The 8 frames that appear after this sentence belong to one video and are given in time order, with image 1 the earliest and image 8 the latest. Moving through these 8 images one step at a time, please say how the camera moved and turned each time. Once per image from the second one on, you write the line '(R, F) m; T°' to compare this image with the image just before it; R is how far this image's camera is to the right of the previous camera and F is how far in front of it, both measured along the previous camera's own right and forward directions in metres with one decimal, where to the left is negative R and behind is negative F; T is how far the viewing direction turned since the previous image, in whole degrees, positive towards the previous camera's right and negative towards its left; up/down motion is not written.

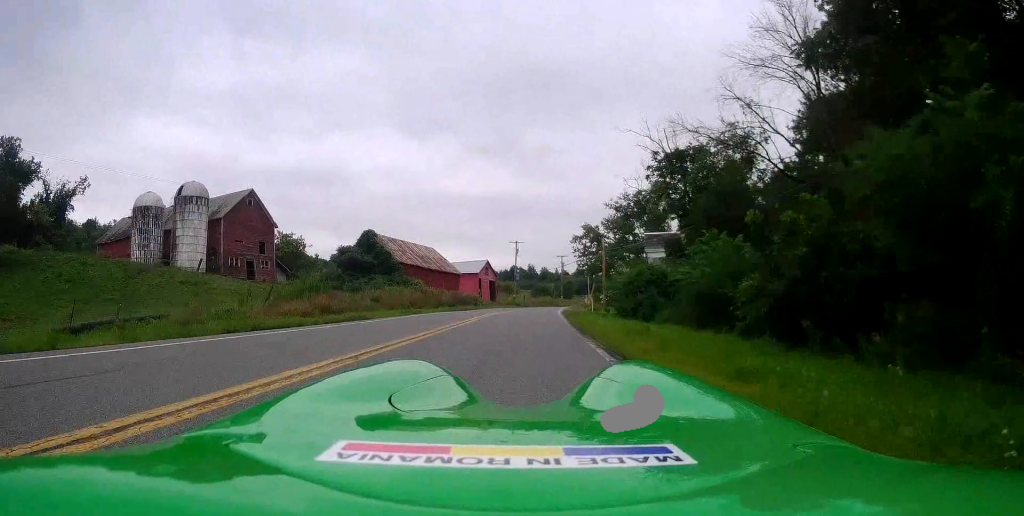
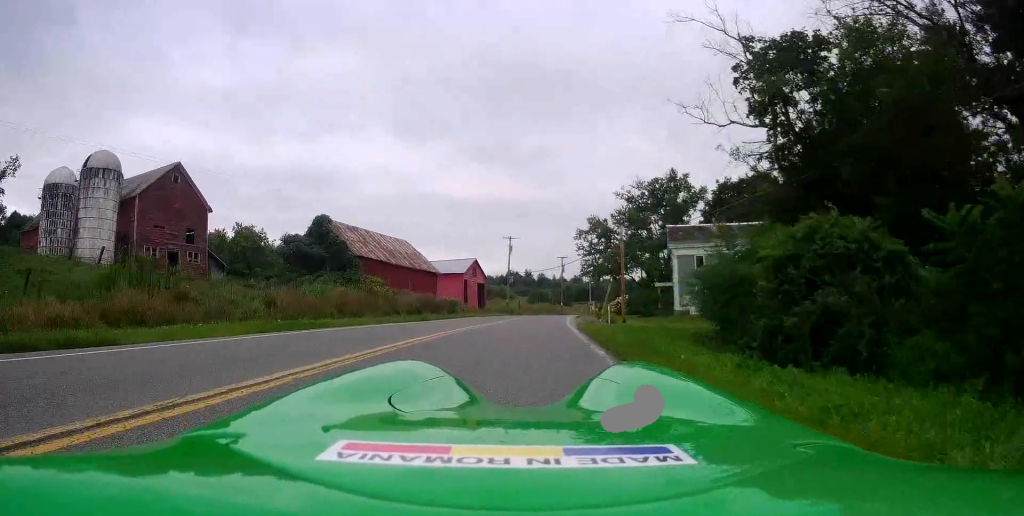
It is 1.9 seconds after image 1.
(+0.7, +15.3) m; +3°
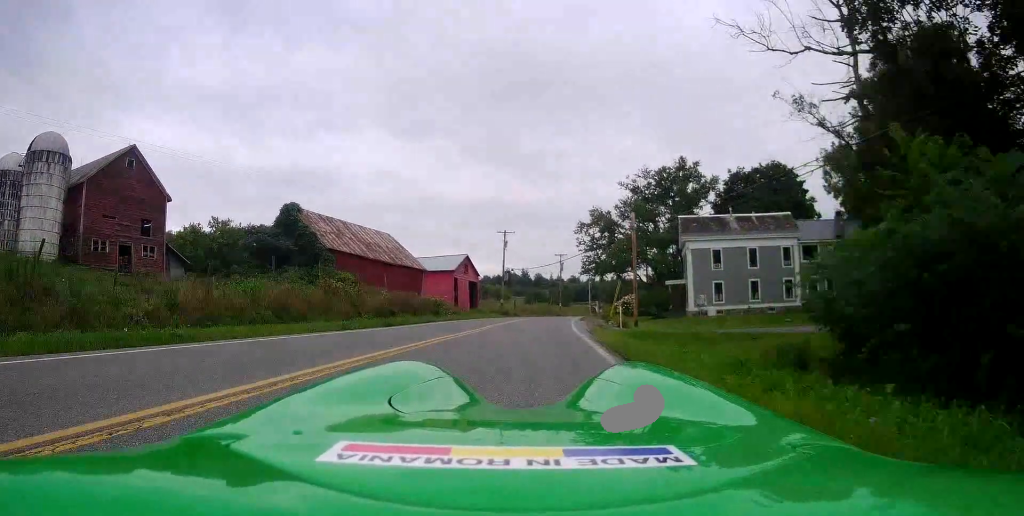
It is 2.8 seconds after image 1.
(-0.3, +6.9) m; 0°
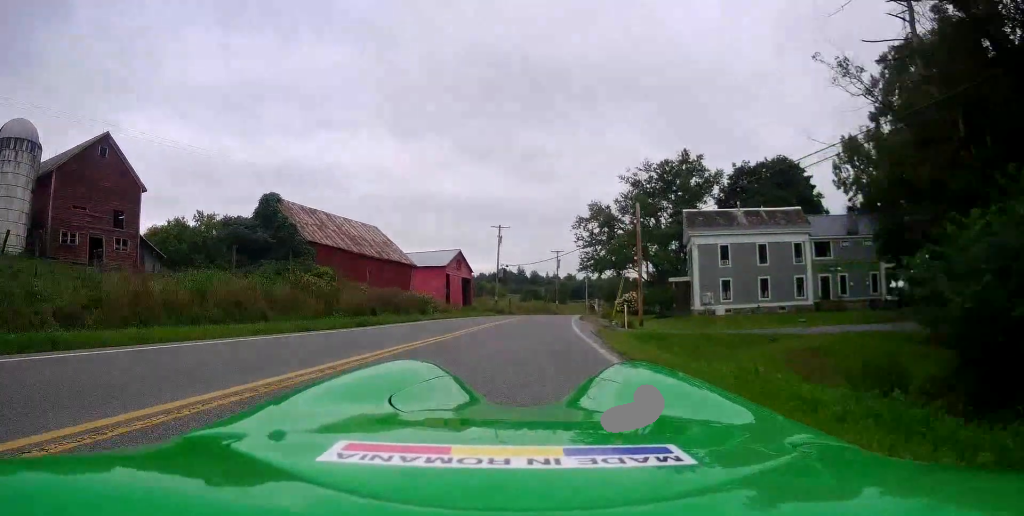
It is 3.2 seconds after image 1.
(0.0, +3.3) m; +1°
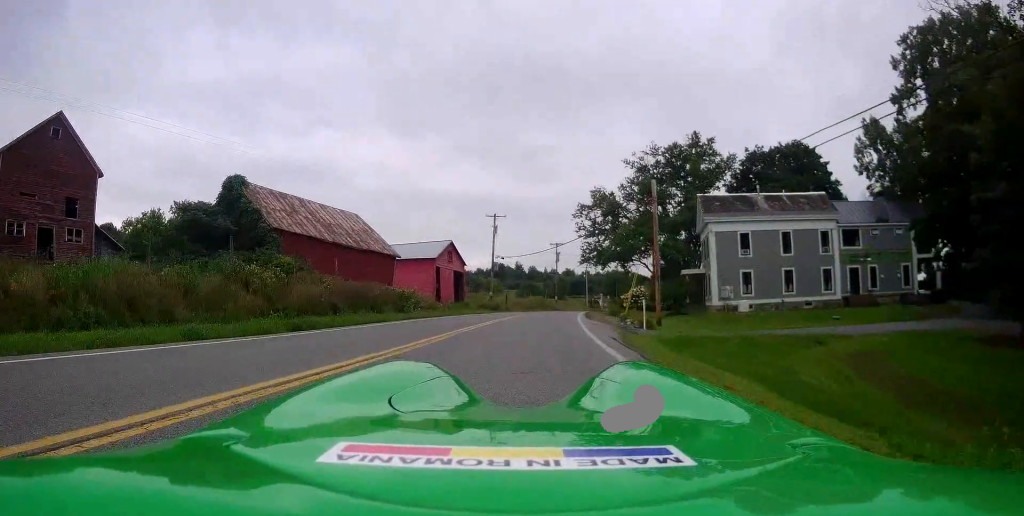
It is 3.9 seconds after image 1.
(+0.2, +5.8) m; +2°
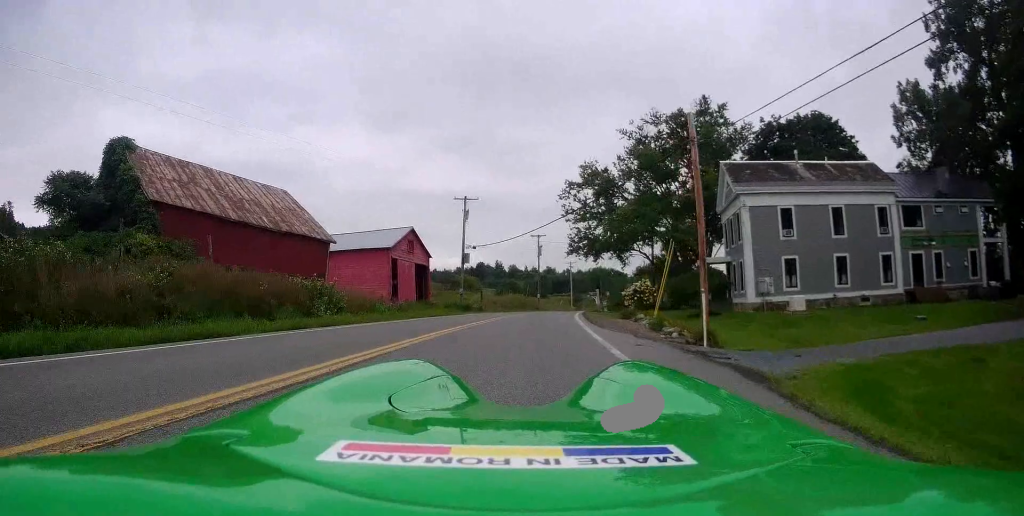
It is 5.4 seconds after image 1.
(0.0, +11.2) m; 0°
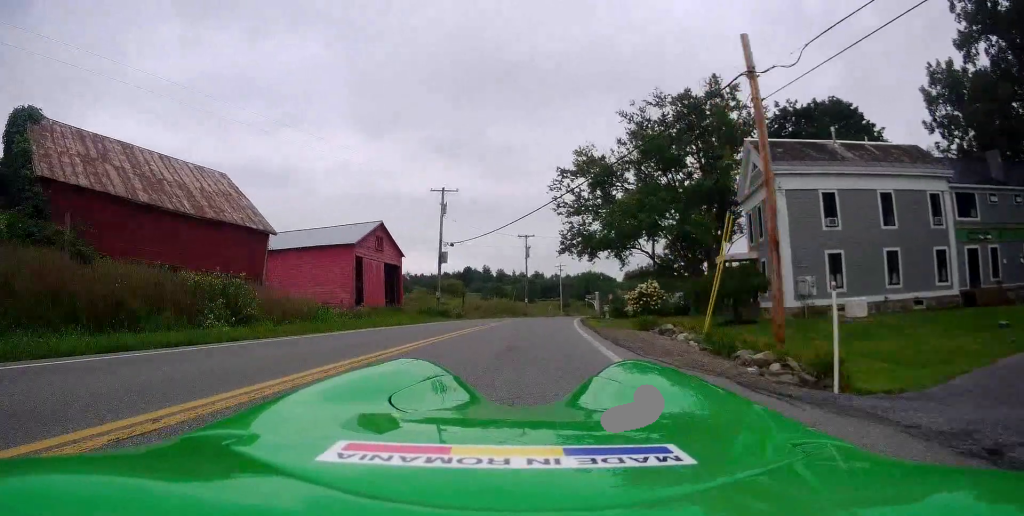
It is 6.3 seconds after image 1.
(0.0, +6.6) m; 0°
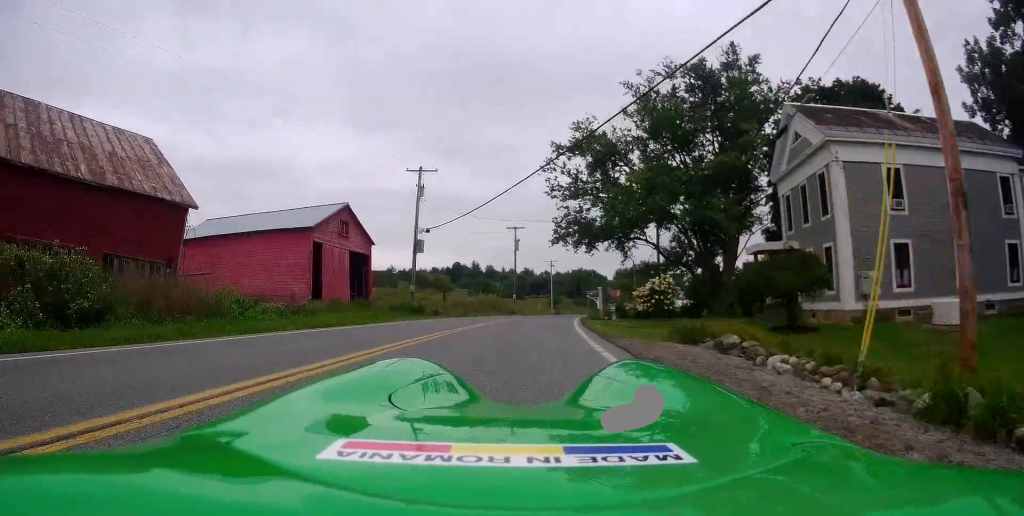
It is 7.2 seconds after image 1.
(0.0, +6.5) m; +1°
